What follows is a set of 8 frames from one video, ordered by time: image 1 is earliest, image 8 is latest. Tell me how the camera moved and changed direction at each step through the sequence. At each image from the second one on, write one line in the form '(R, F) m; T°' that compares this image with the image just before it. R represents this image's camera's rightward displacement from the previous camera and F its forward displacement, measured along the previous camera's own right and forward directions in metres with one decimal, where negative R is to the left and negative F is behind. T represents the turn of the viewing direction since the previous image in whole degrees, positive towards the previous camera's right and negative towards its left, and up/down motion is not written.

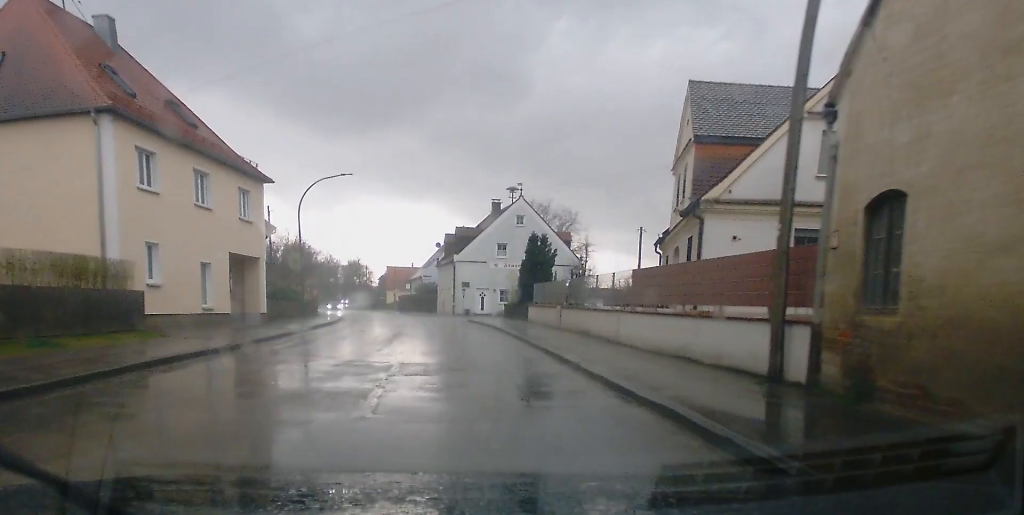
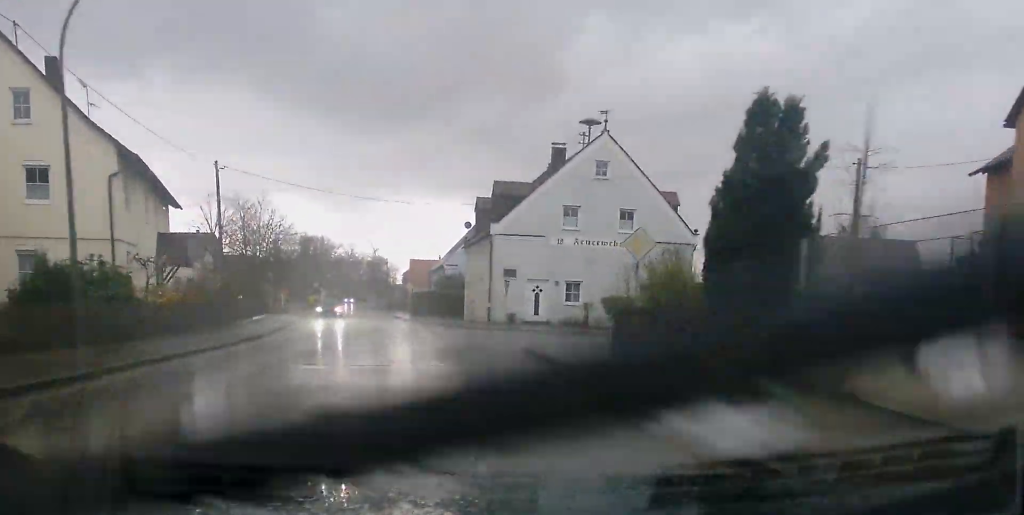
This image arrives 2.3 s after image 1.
(-0.4, +26.1) m; -3°
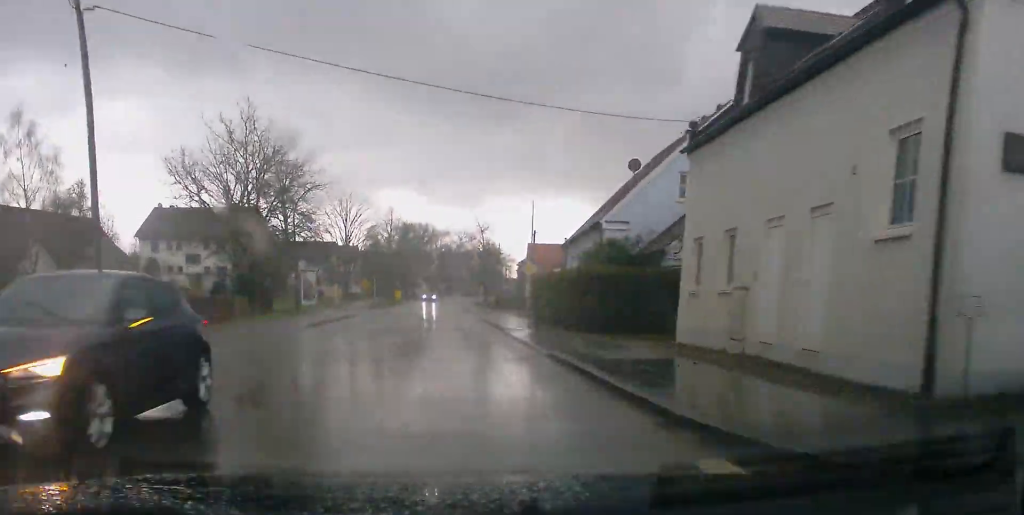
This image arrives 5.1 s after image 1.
(-1.8, +34.1) m; -5°
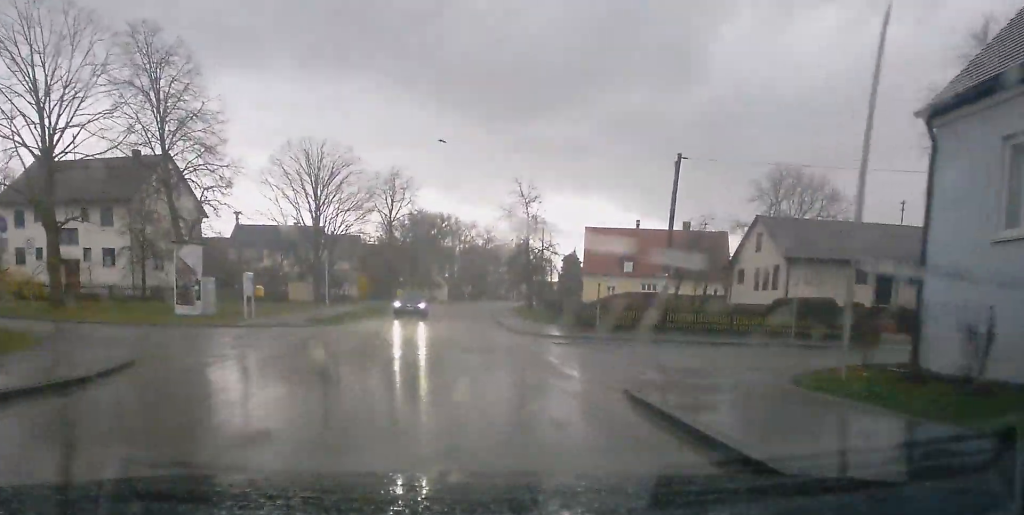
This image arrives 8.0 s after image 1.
(-0.4, +33.8) m; -1°
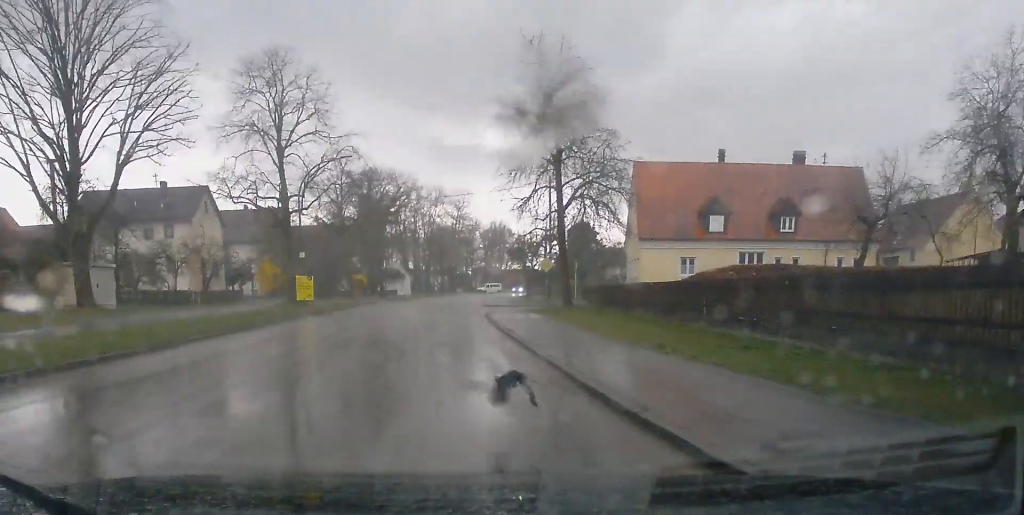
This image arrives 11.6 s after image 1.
(-0.2, +38.6) m; 0°
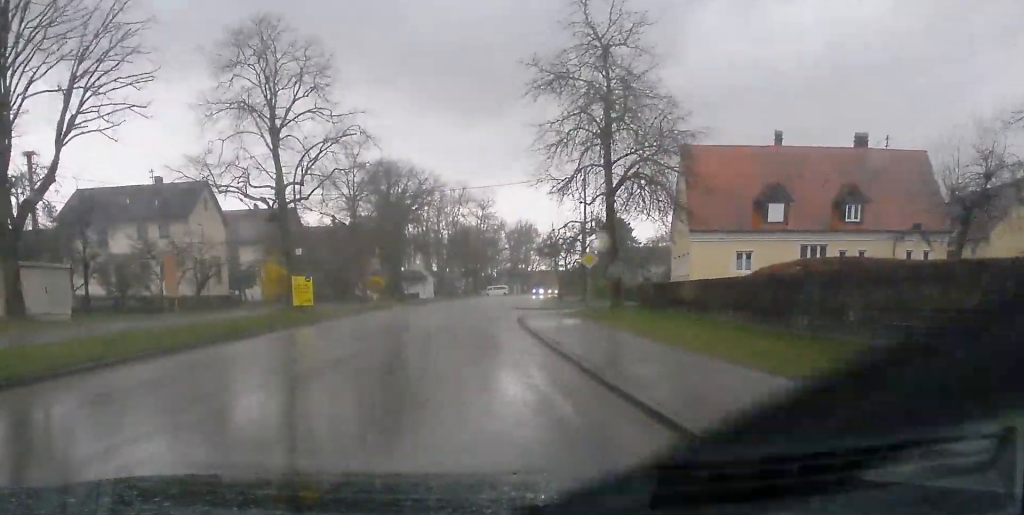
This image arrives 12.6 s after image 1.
(0.0, +9.7) m; 0°
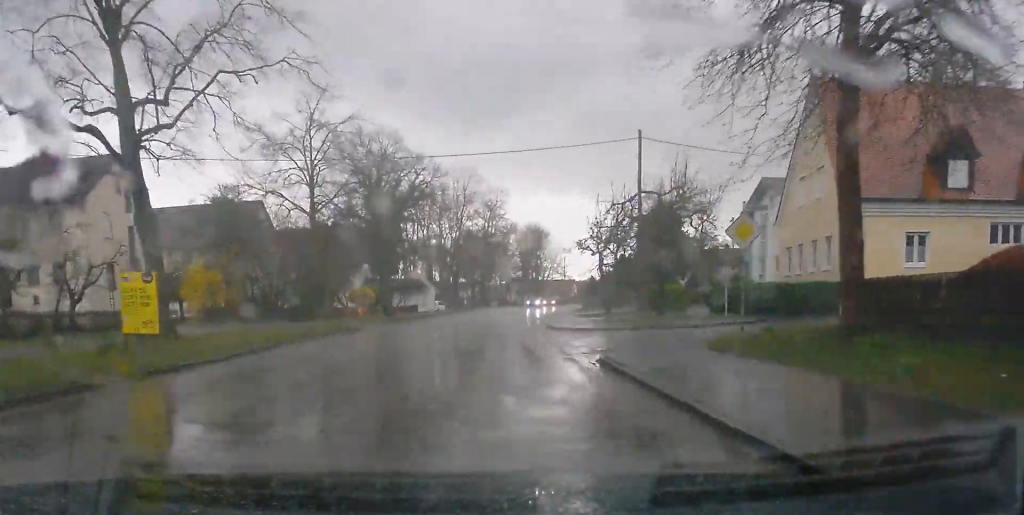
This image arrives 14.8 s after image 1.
(0.0, +21.9) m; +1°
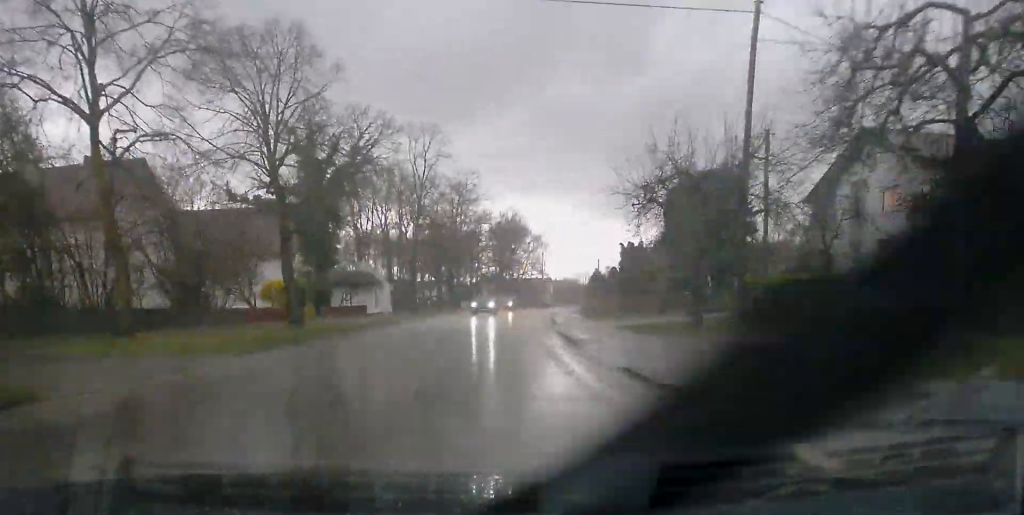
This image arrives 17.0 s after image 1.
(+0.3, +22.7) m; +2°
